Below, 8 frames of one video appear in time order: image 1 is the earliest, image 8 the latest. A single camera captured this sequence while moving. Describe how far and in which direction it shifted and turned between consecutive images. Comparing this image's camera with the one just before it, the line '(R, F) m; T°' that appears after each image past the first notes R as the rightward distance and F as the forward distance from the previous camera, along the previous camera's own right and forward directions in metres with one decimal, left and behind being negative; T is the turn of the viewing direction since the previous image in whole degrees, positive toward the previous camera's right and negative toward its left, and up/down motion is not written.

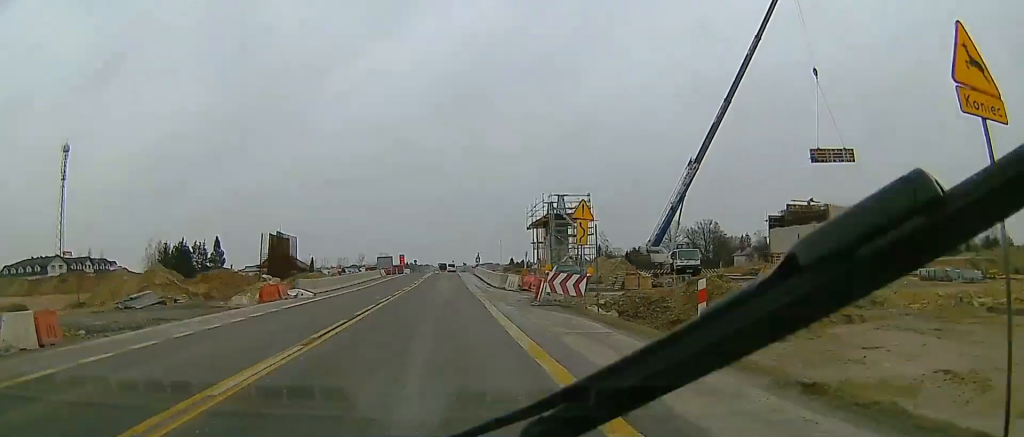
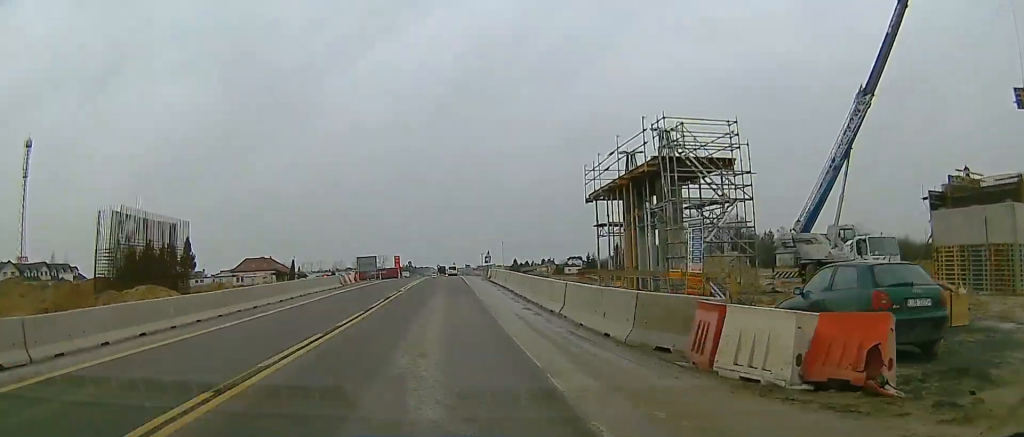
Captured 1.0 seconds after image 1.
(+0.3, +25.7) m; +1°
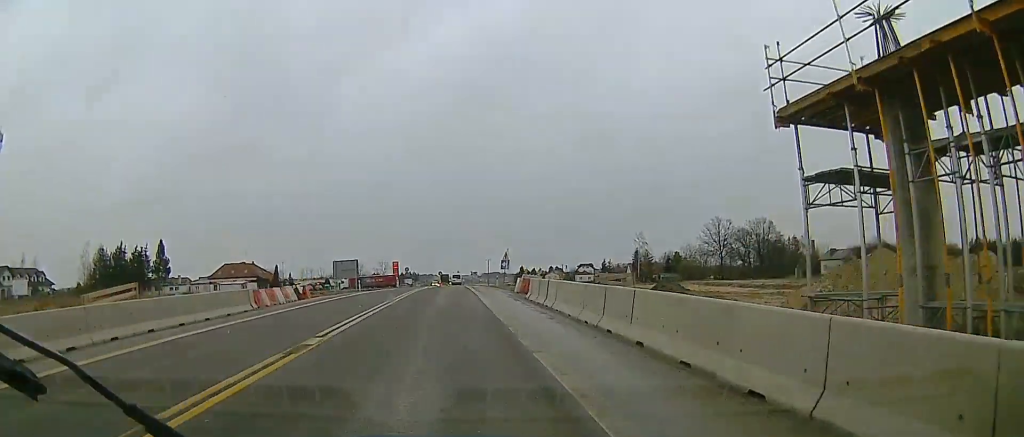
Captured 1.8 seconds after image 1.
(+0.1, +22.9) m; 0°
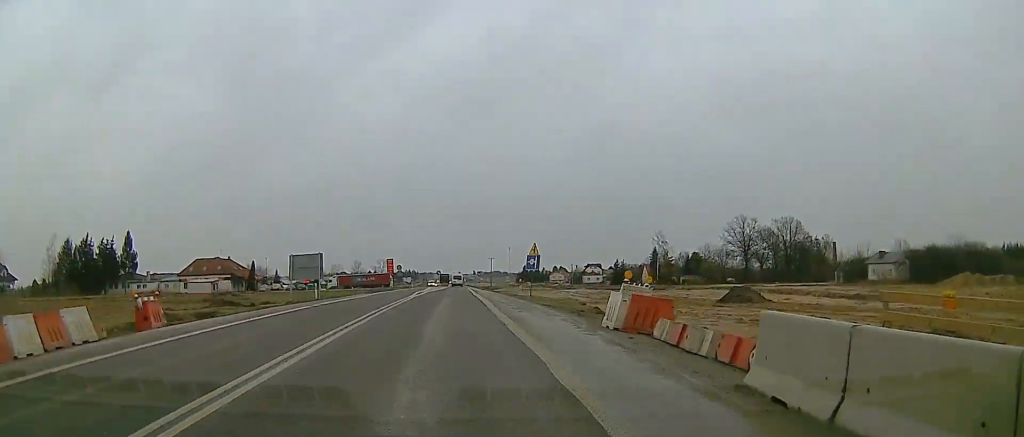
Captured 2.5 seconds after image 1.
(-0.1, +21.9) m; -1°
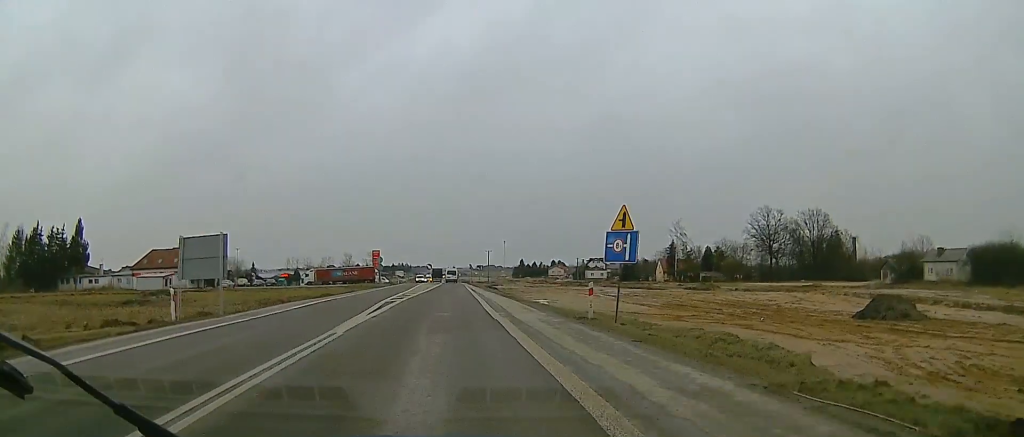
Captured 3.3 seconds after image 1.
(-0.2, +21.7) m; -1°
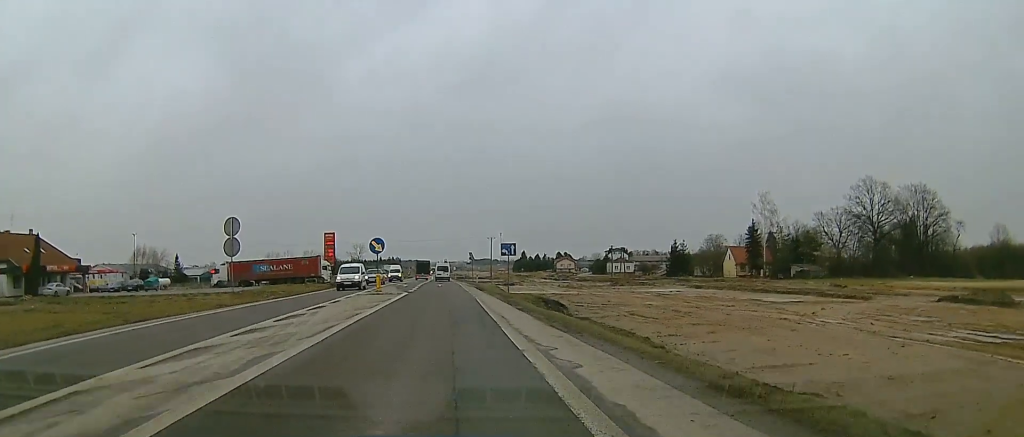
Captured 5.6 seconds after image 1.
(-0.2, +55.5) m; +1°
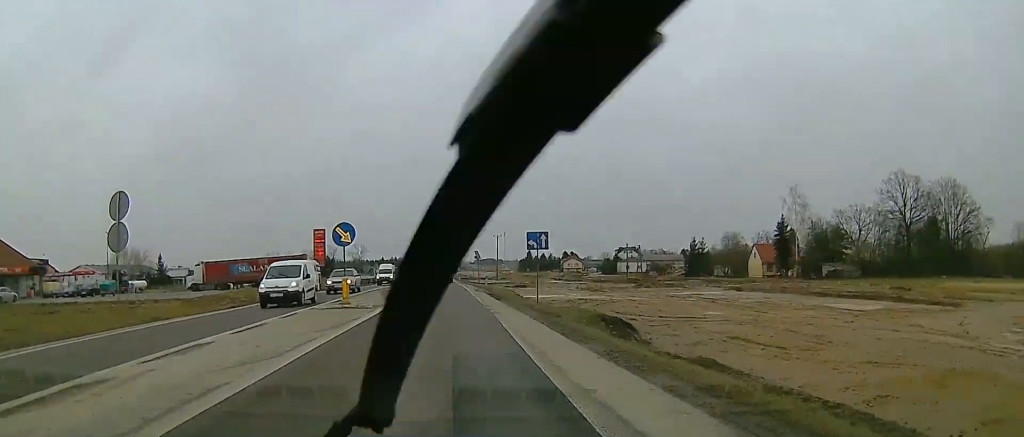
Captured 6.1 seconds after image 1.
(+0.2, +11.2) m; 0°
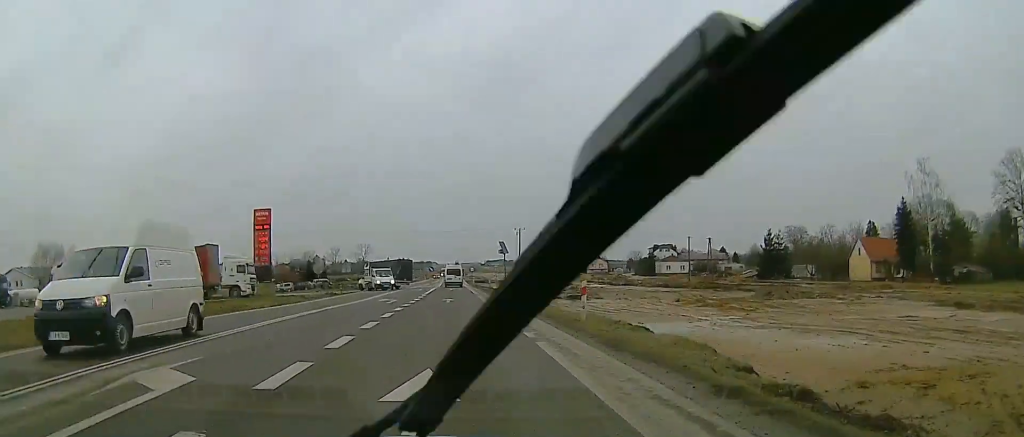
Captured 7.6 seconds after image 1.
(-0.1, +39.9) m; -1°
